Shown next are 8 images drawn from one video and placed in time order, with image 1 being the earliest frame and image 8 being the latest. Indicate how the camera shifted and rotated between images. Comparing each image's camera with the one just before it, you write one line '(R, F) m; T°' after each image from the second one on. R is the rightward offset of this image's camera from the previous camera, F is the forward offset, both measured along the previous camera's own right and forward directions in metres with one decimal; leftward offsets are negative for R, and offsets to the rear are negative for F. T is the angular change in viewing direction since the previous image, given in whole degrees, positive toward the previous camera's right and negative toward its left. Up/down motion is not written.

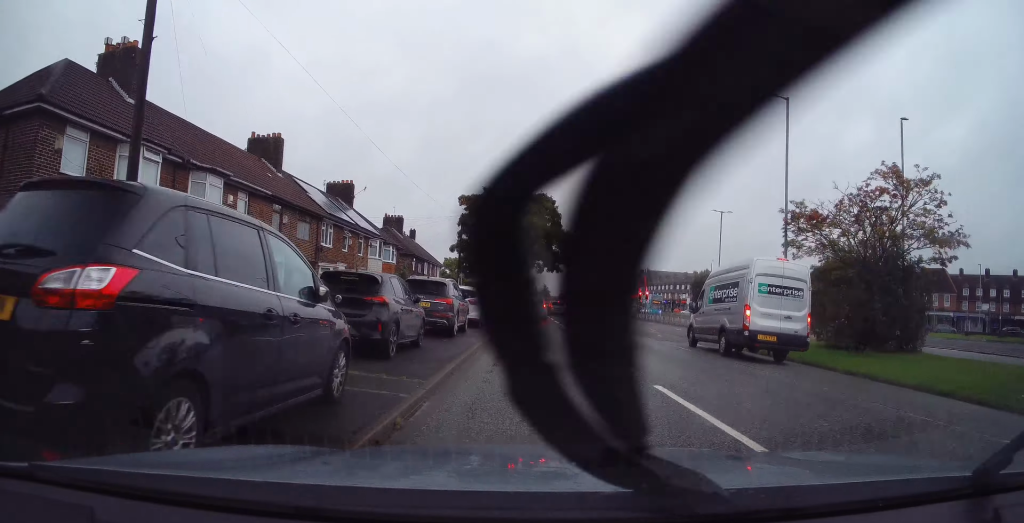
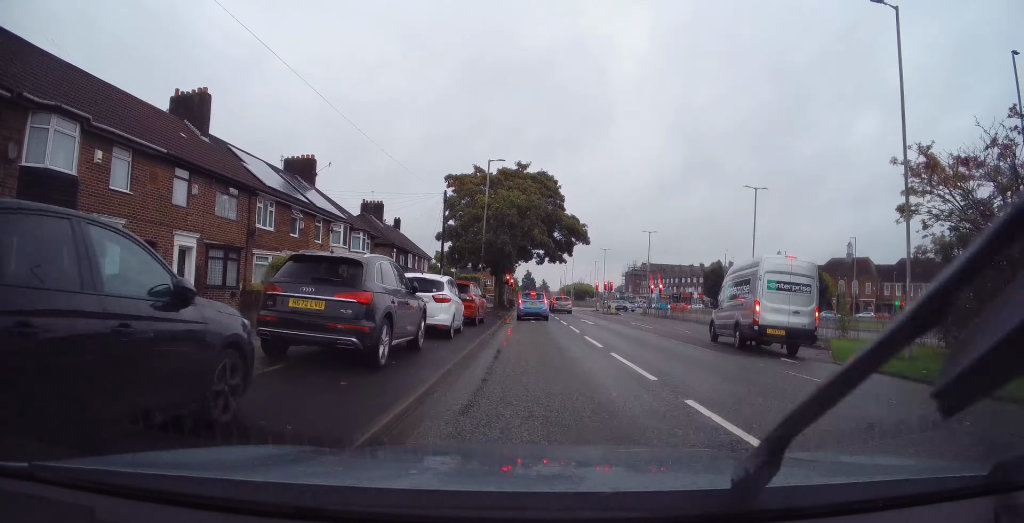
(+0.4, +7.9) m; +3°
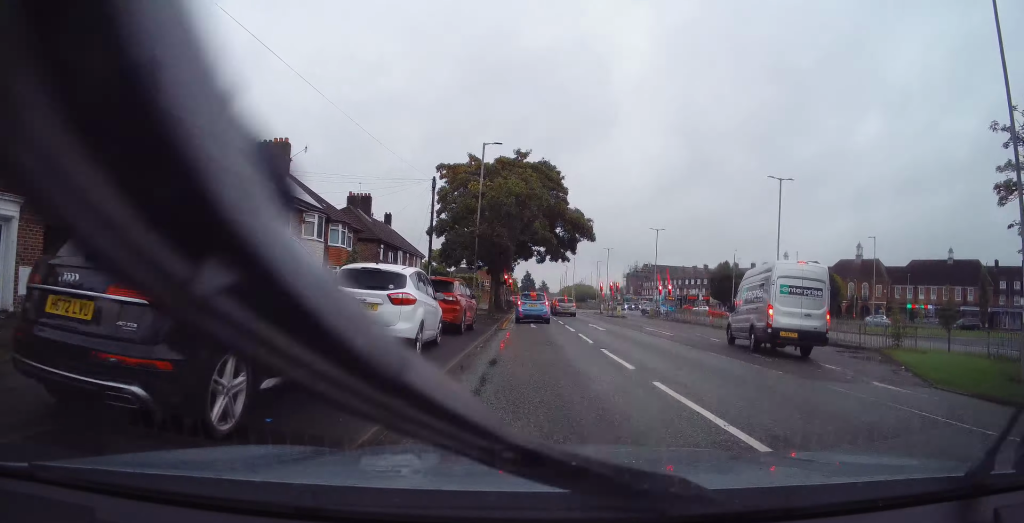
(0.0, +4.3) m; 0°
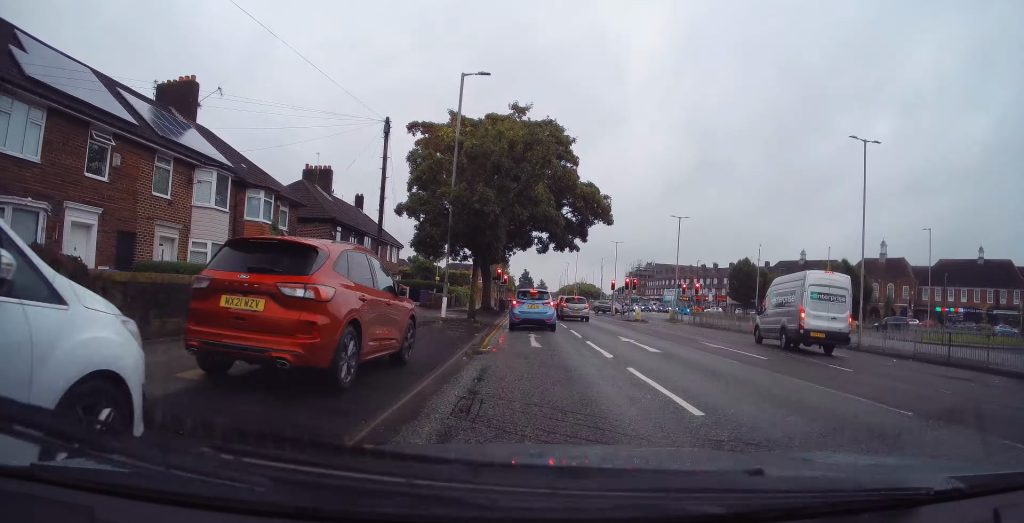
(-0.1, +10.7) m; -2°
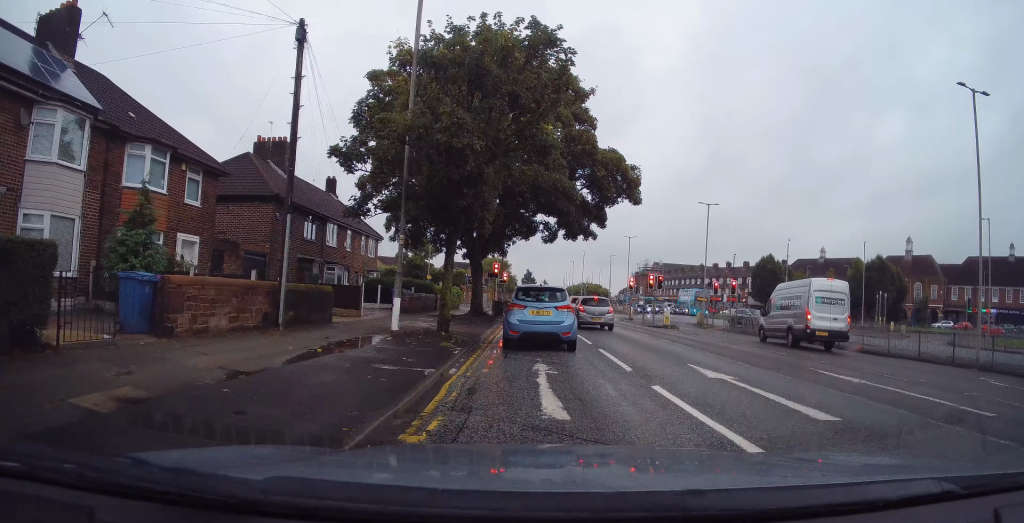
(+0.3, +8.5) m; +3°
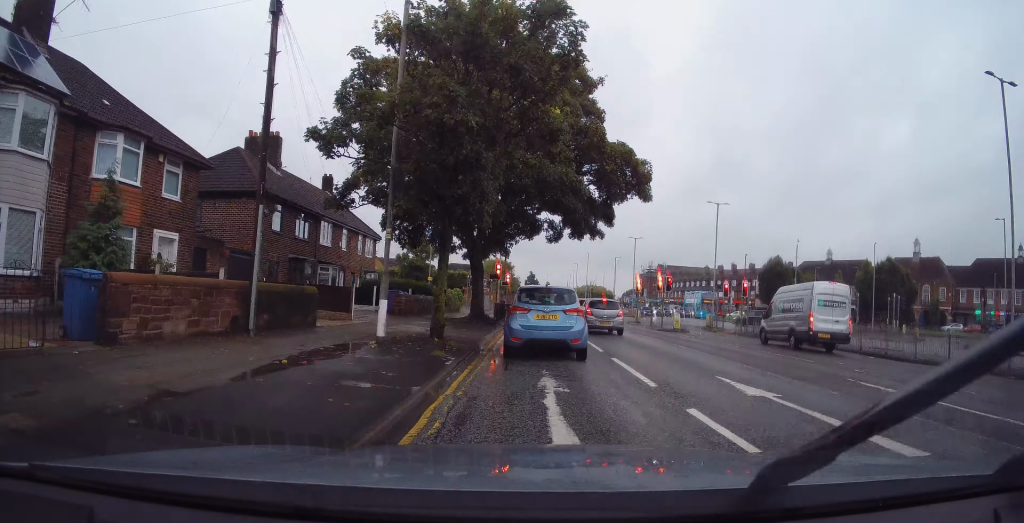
(+0.2, +1.8) m; -1°
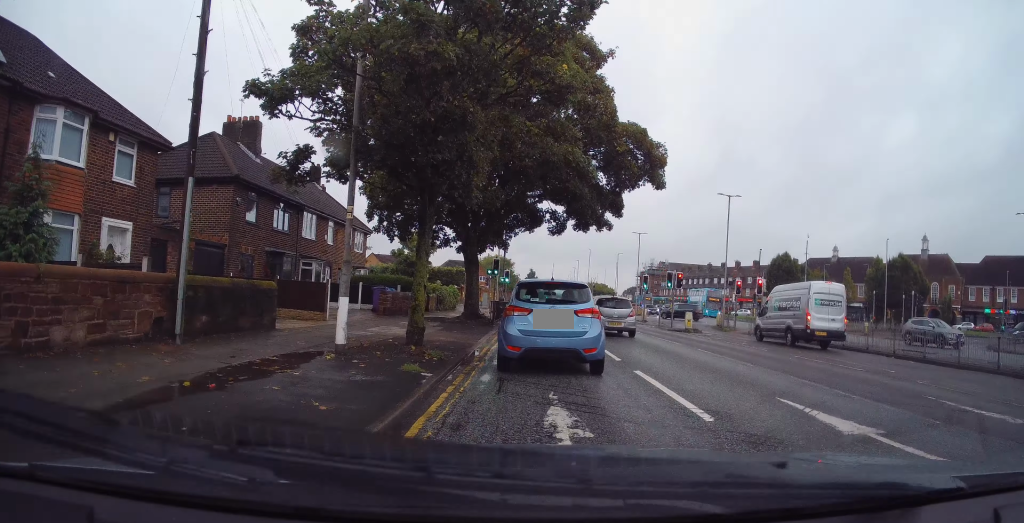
(-0.5, +2.9) m; -5°
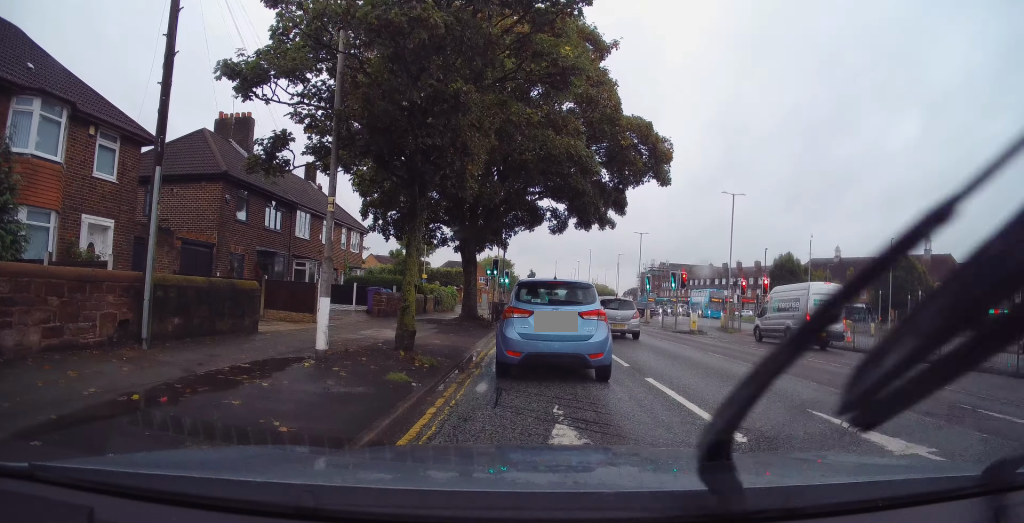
(+0.2, +1.1) m; 0°
